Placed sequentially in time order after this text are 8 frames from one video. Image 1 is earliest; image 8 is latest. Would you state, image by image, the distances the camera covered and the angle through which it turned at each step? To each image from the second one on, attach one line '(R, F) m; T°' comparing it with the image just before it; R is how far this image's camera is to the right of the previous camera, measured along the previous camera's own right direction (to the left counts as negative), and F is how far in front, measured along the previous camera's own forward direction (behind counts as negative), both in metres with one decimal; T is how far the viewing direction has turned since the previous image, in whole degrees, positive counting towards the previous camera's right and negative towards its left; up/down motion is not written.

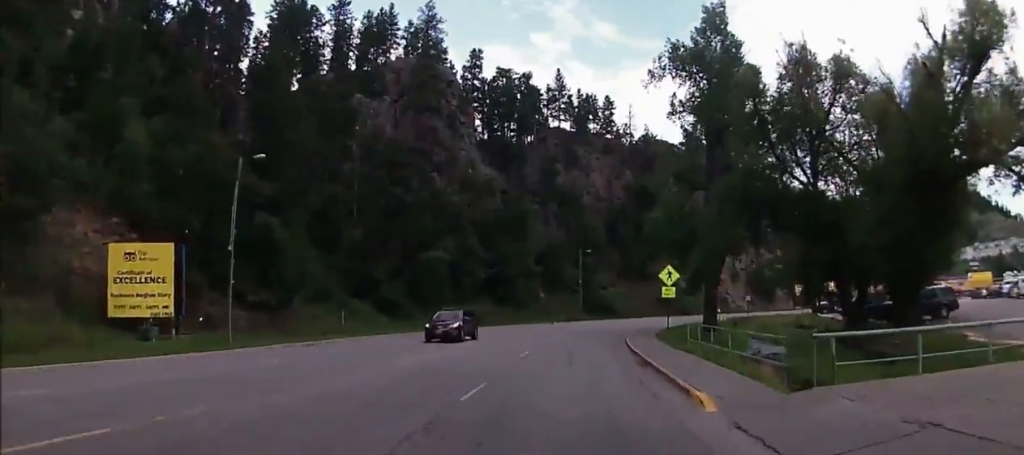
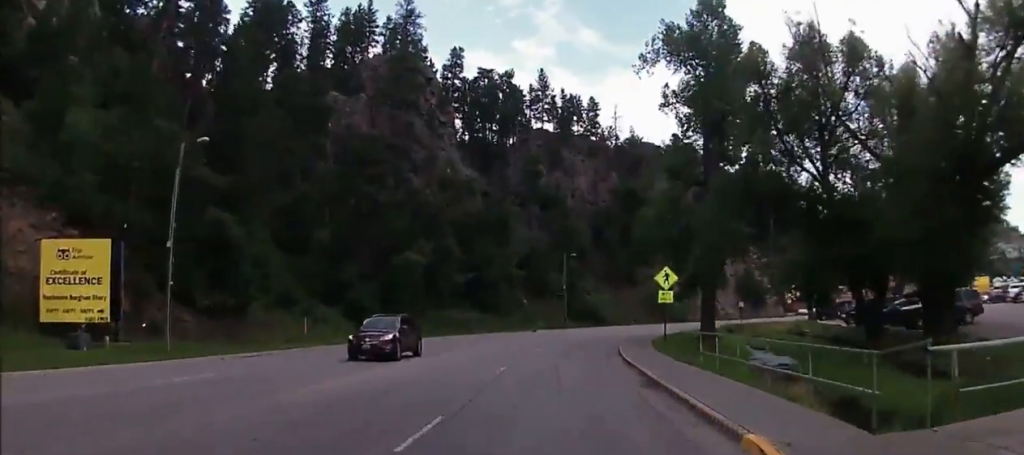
(0.0, +4.5) m; +1°
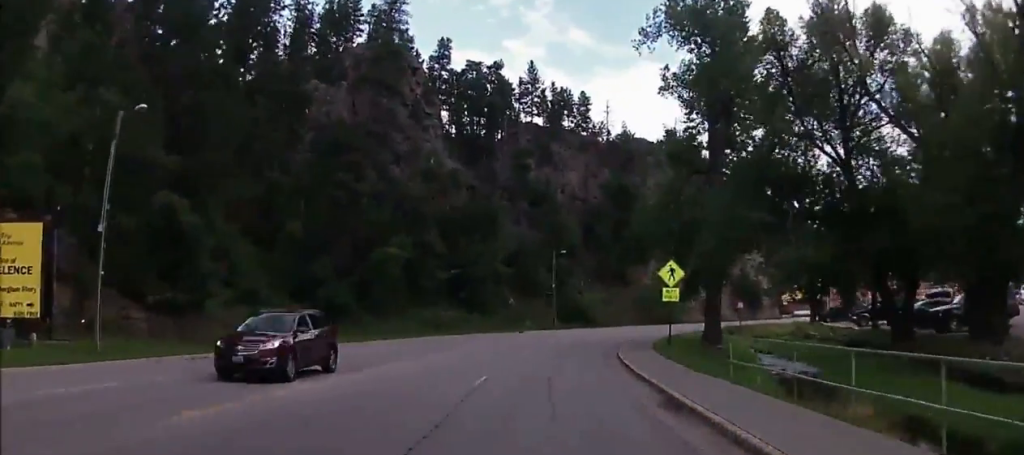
(0.0, +4.5) m; +1°
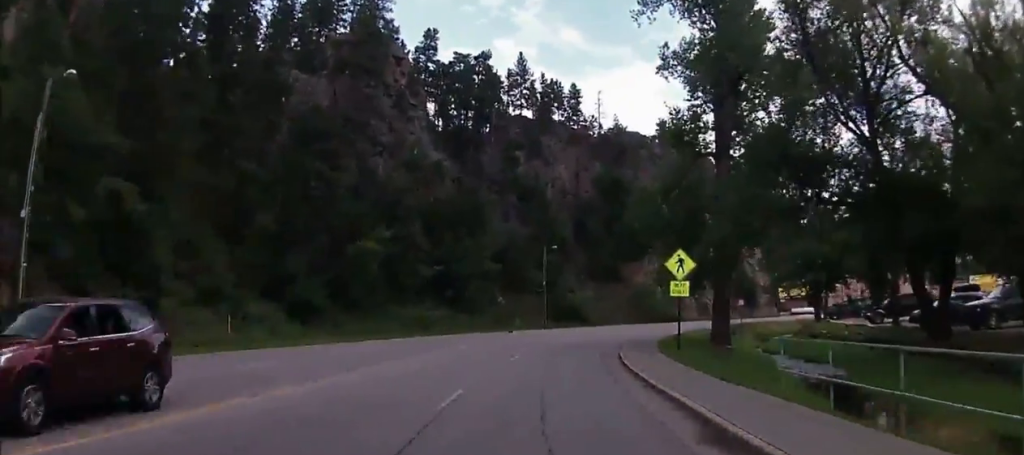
(-0.1, +4.2) m; +1°
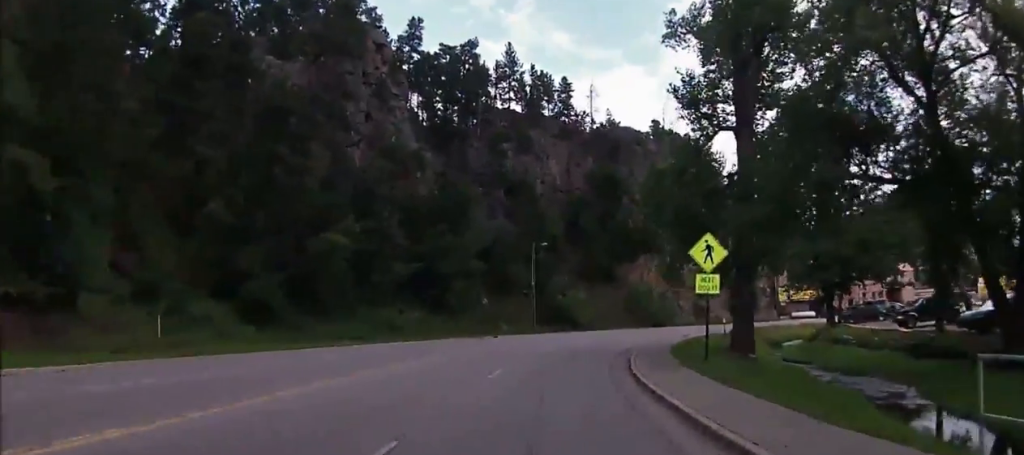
(+0.2, +3.3) m; +3°
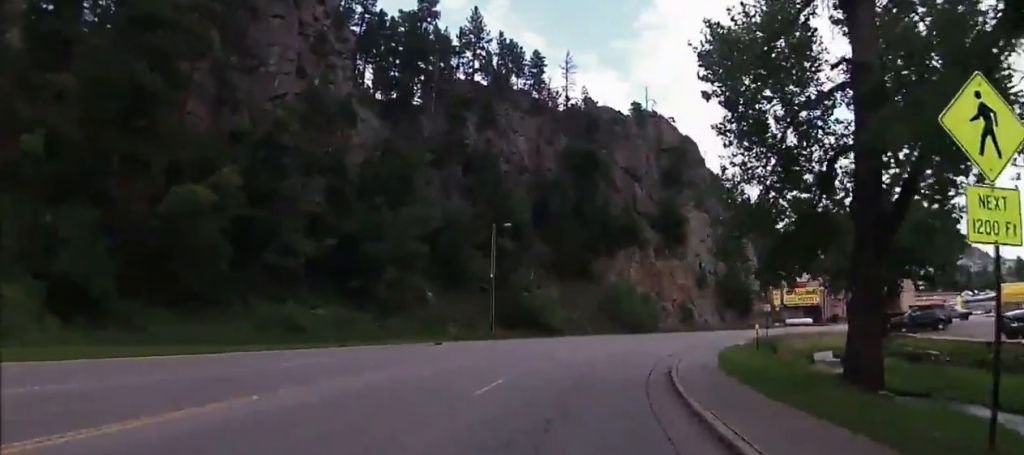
(+0.4, +16.0) m; +2°
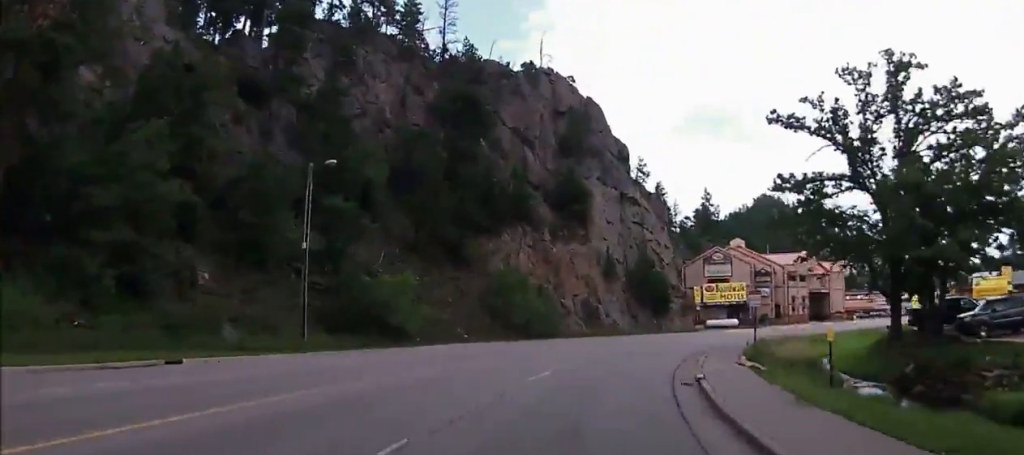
(+1.5, +22.7) m; +10°
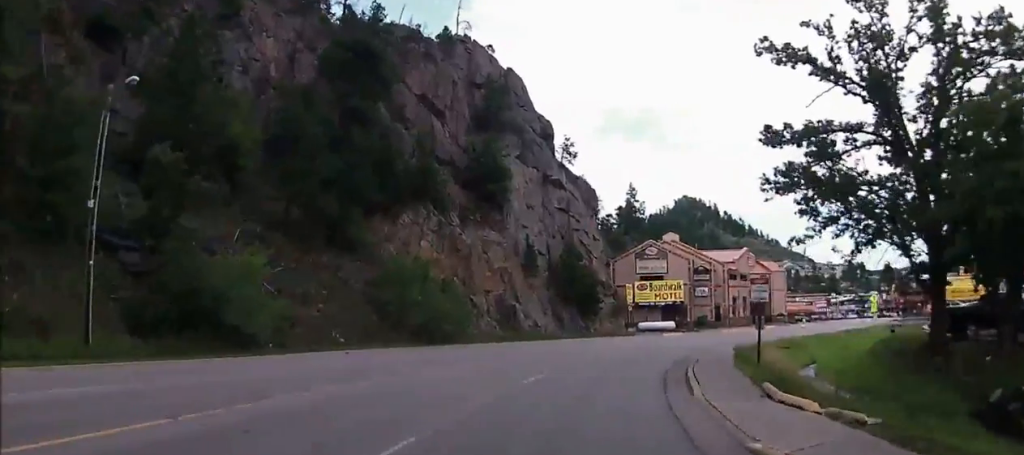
(+0.9, +12.0) m; +7°
